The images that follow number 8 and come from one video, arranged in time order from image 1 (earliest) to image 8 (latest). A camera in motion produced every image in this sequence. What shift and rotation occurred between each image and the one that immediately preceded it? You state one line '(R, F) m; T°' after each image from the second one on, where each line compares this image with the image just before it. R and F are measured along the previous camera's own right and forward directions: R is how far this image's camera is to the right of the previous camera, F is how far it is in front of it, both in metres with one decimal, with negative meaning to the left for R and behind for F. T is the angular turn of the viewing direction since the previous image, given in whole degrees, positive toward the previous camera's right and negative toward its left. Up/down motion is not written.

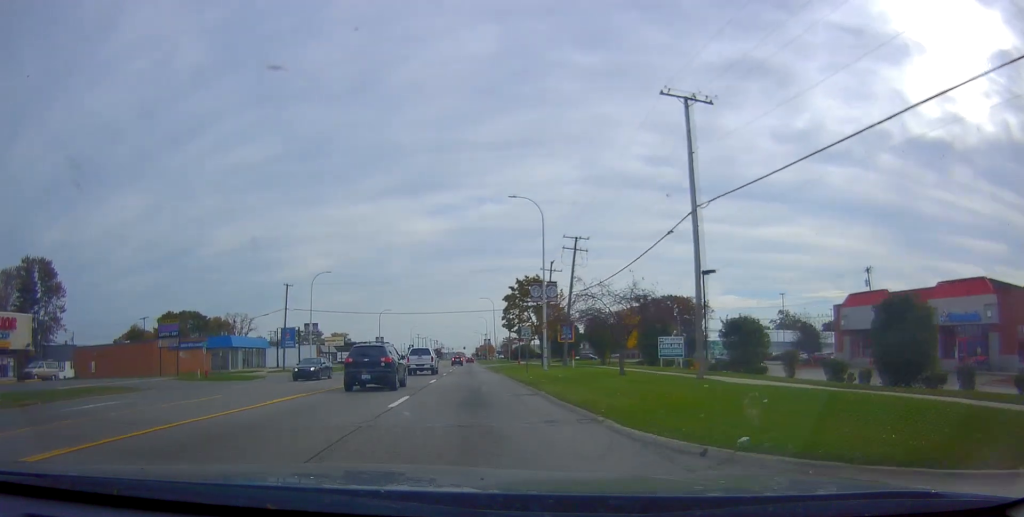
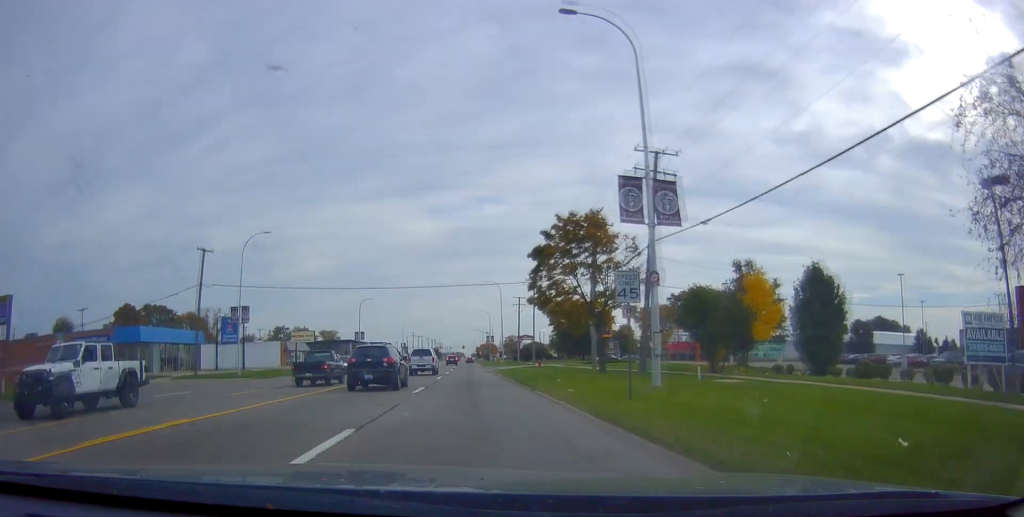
(+0.3, +24.0) m; 0°
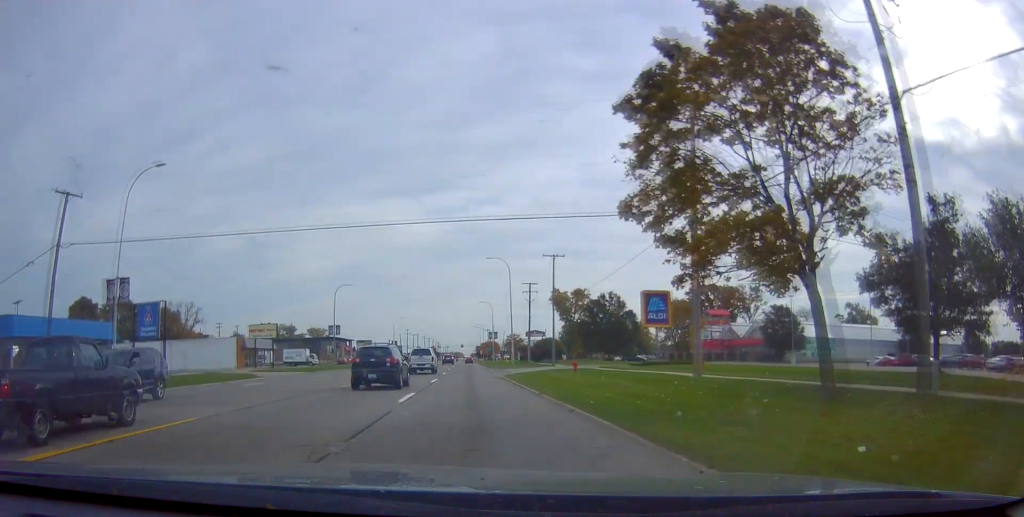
(0.0, +19.9) m; +1°
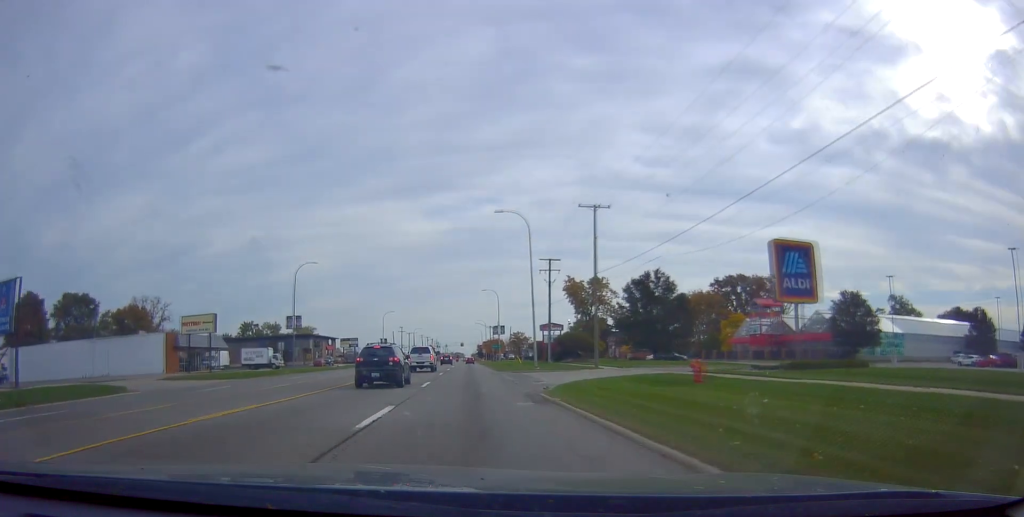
(+0.3, +20.9) m; -1°
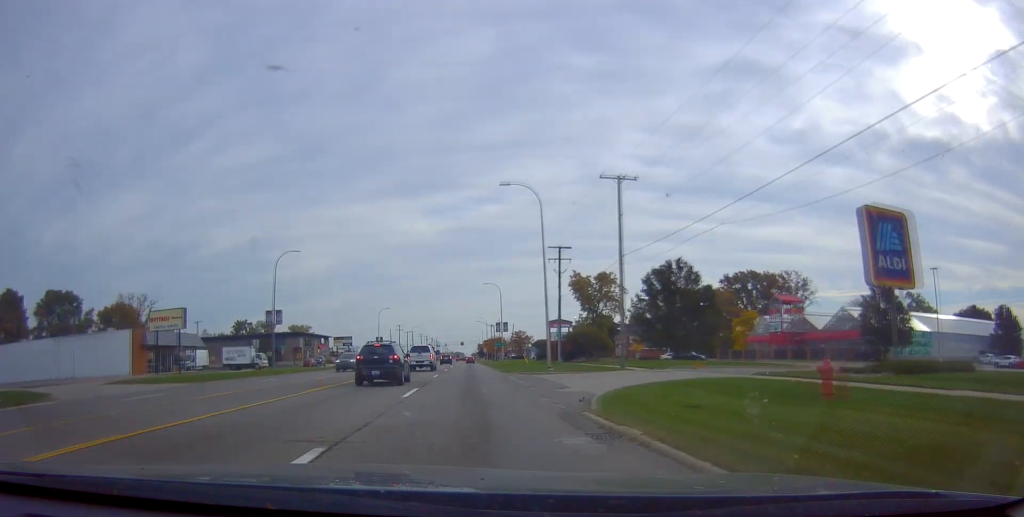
(-0.1, +7.1) m; -1°
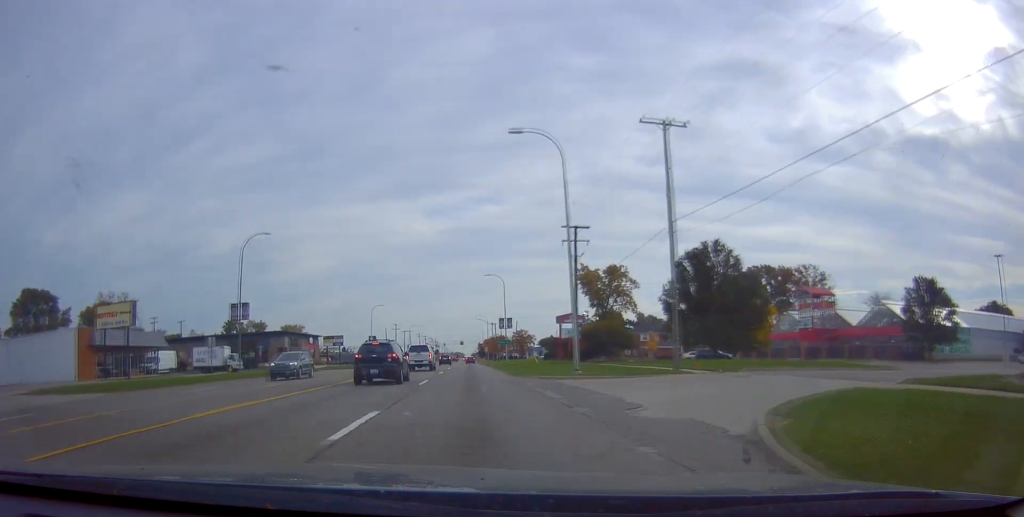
(-0.2, +9.3) m; -1°
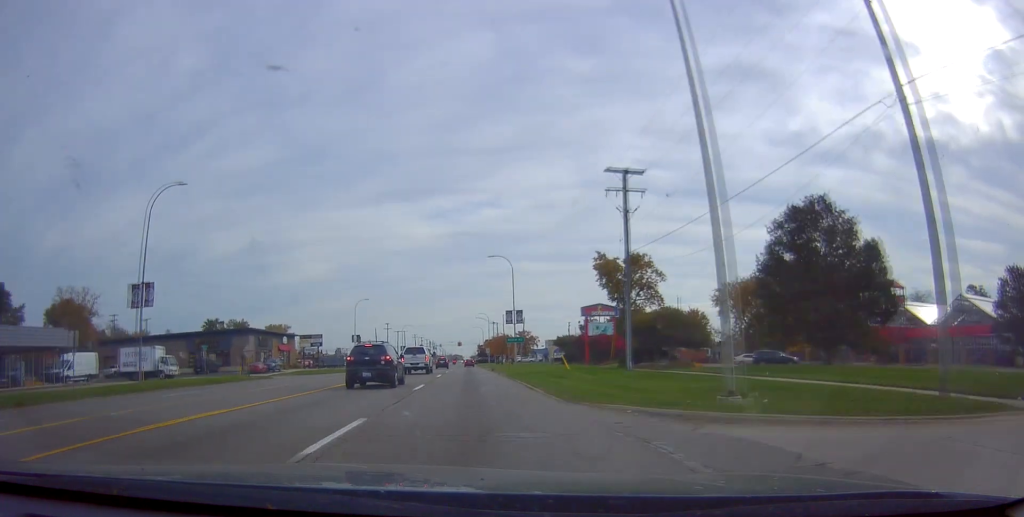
(-0.1, +16.8) m; +1°
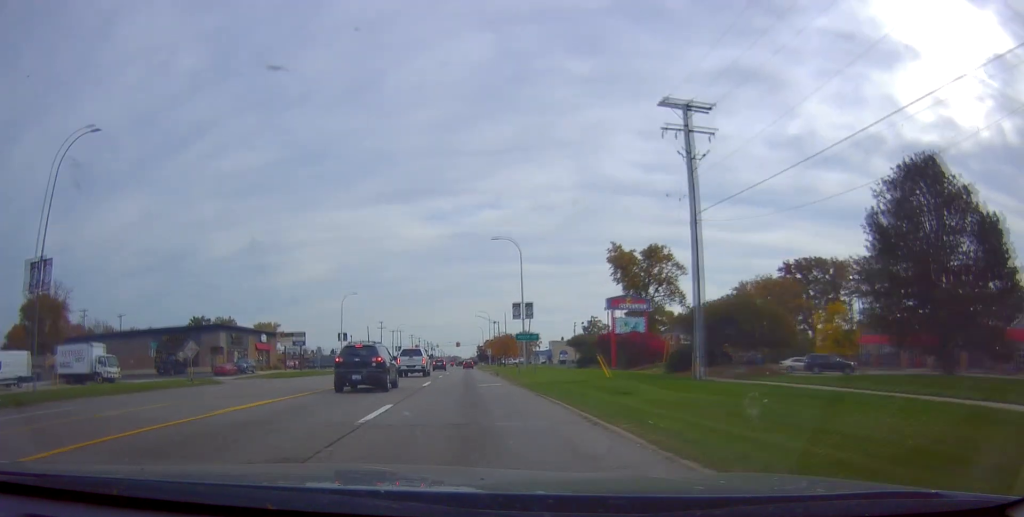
(+0.3, +10.7) m; +1°
